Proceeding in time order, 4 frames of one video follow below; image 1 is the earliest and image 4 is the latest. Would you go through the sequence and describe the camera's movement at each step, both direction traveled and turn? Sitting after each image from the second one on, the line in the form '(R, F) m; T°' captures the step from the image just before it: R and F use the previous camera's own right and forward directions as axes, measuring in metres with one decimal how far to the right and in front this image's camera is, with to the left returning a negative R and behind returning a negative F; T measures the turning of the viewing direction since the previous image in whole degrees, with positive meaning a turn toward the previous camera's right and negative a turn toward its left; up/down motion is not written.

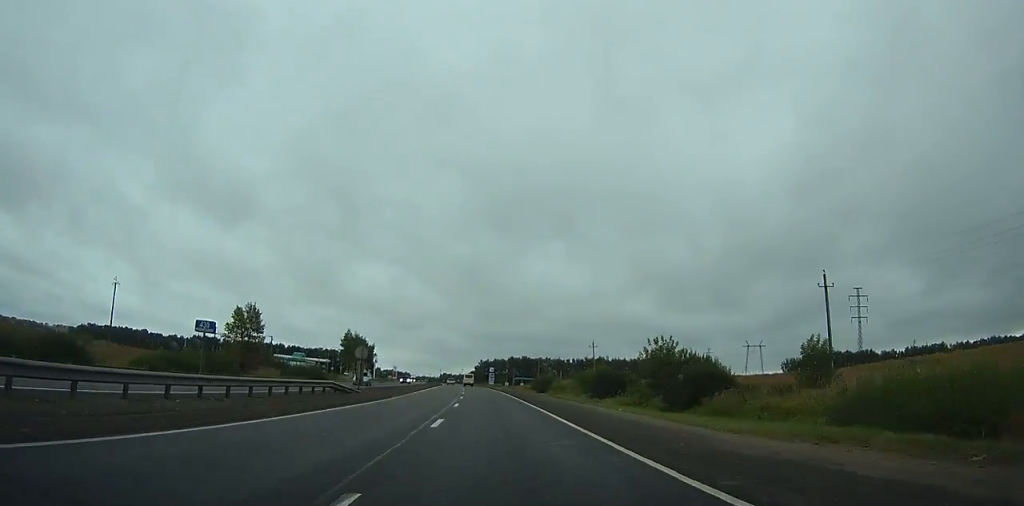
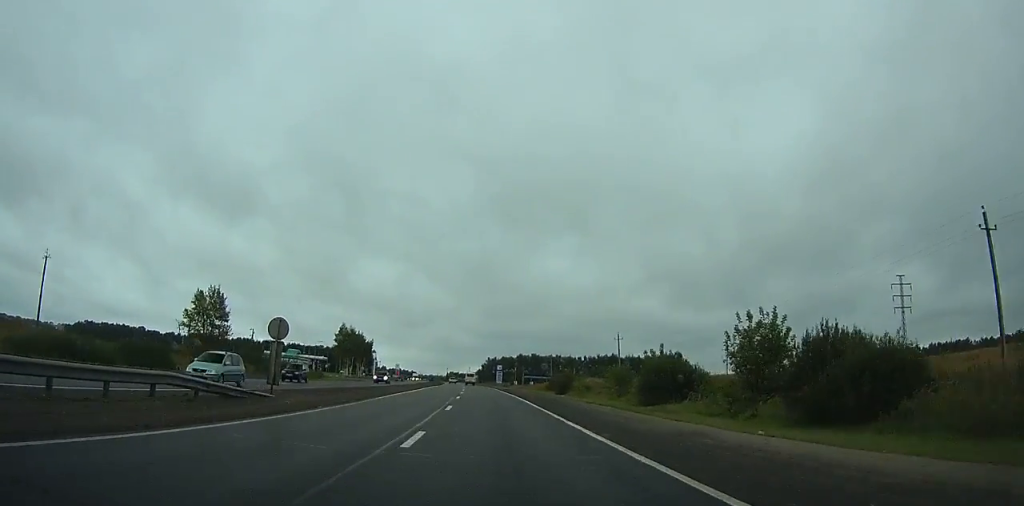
(-0.1, +16.0) m; -1°
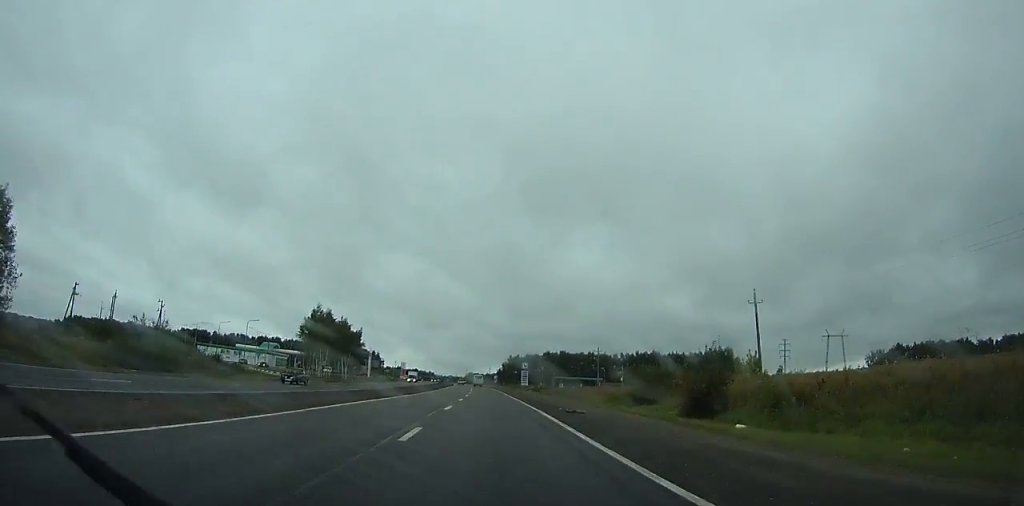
(-0.7, +45.4) m; -2°
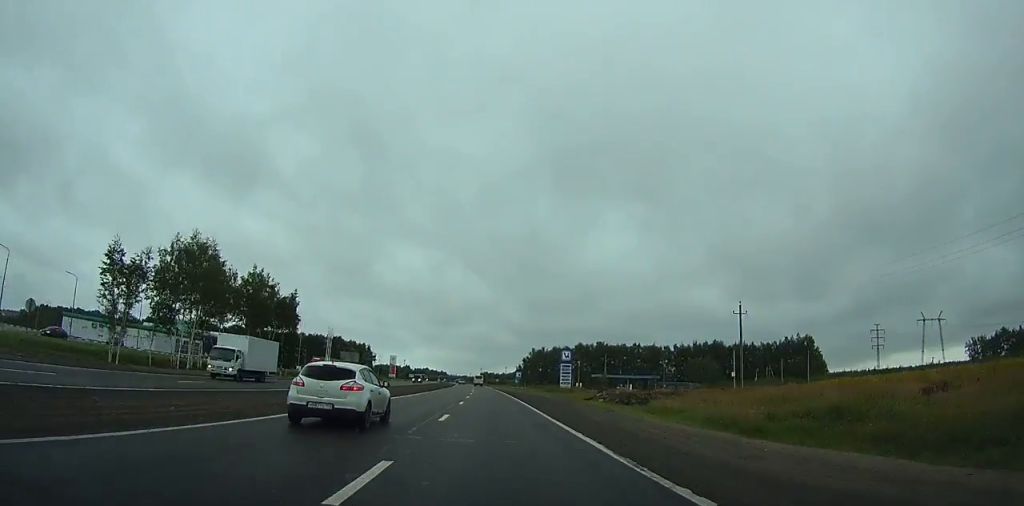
(-1.4, +63.6) m; -2°
